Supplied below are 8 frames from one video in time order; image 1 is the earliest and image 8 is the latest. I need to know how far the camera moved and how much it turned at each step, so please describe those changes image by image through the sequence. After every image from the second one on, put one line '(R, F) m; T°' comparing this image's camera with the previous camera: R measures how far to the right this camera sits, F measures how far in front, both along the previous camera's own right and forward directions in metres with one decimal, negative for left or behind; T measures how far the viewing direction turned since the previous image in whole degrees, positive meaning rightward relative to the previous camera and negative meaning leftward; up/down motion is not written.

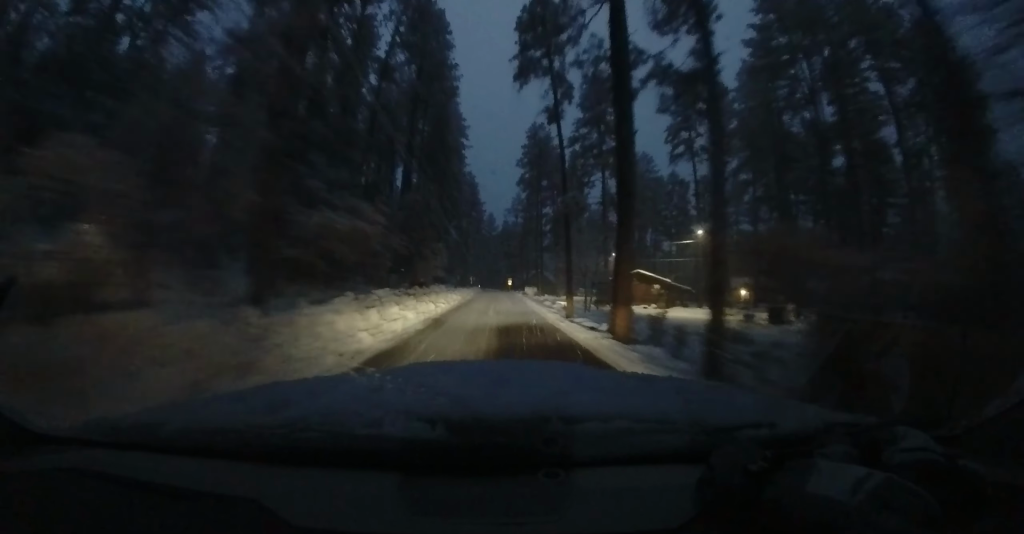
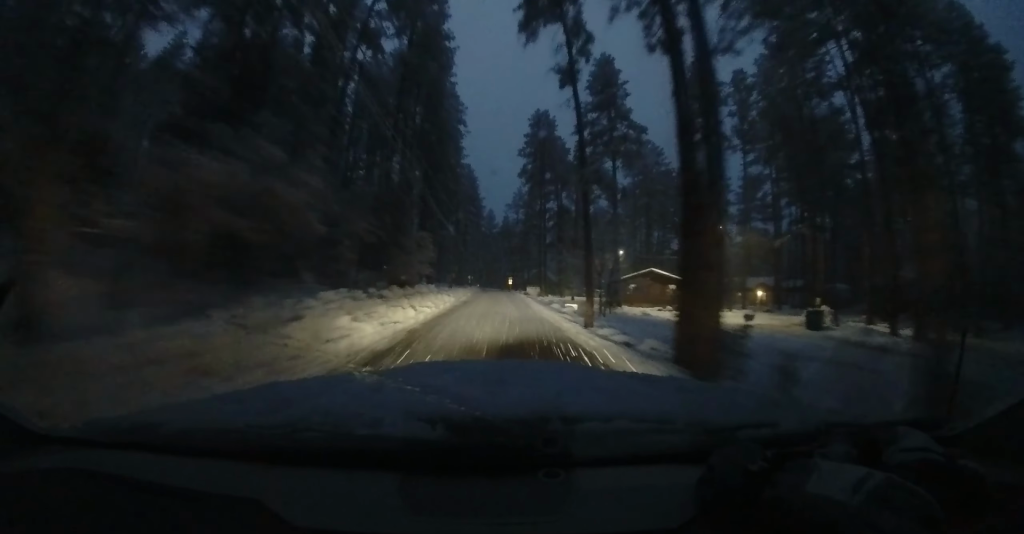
(0.0, +4.1) m; 0°
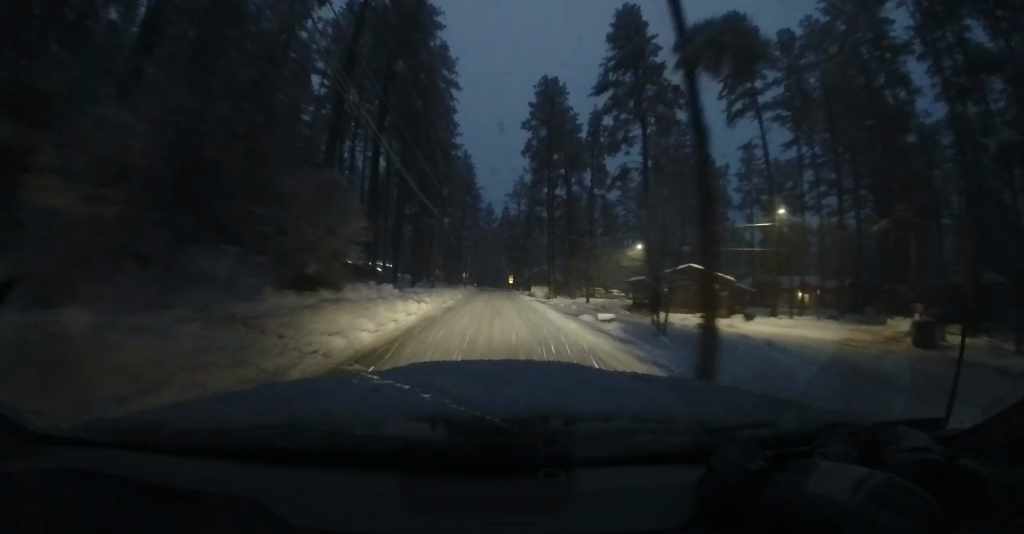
(0.0, +8.6) m; -1°
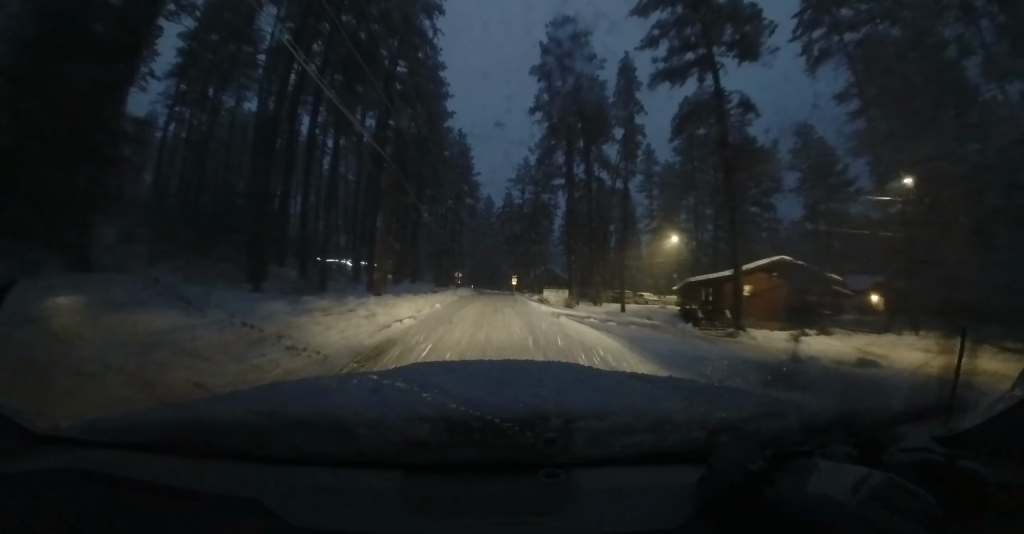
(-0.1, +11.5) m; -1°
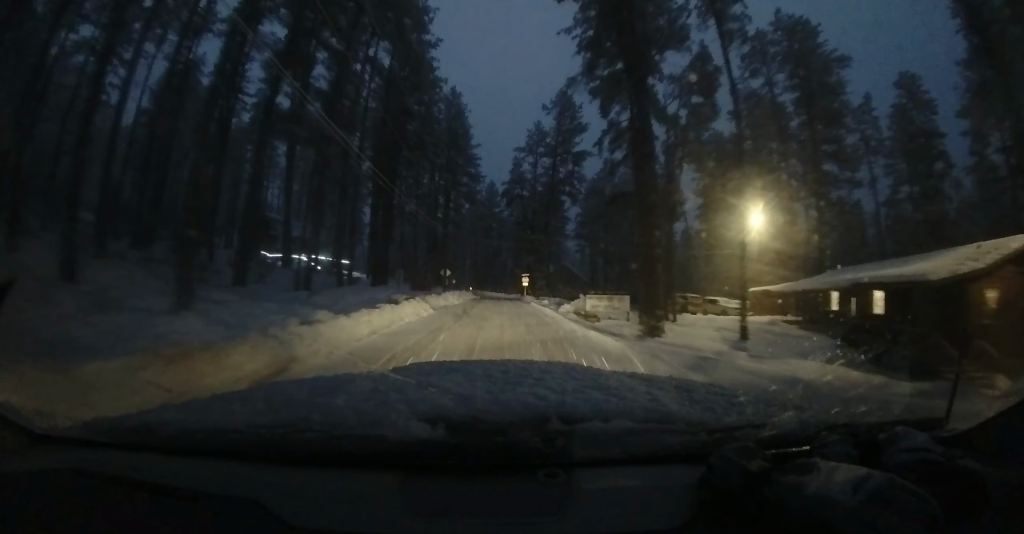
(-0.1, +15.0) m; 0°
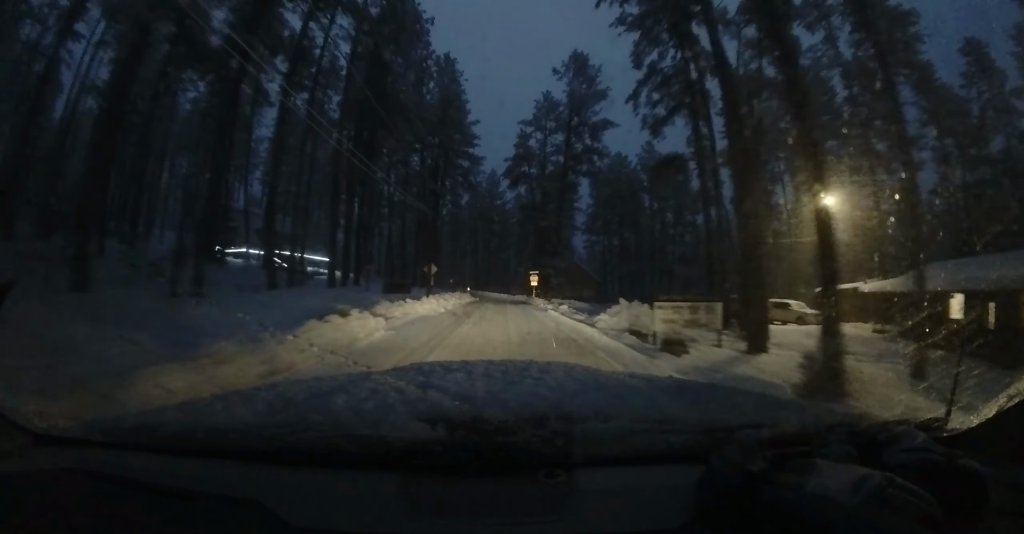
(0.0, +8.1) m; +1°
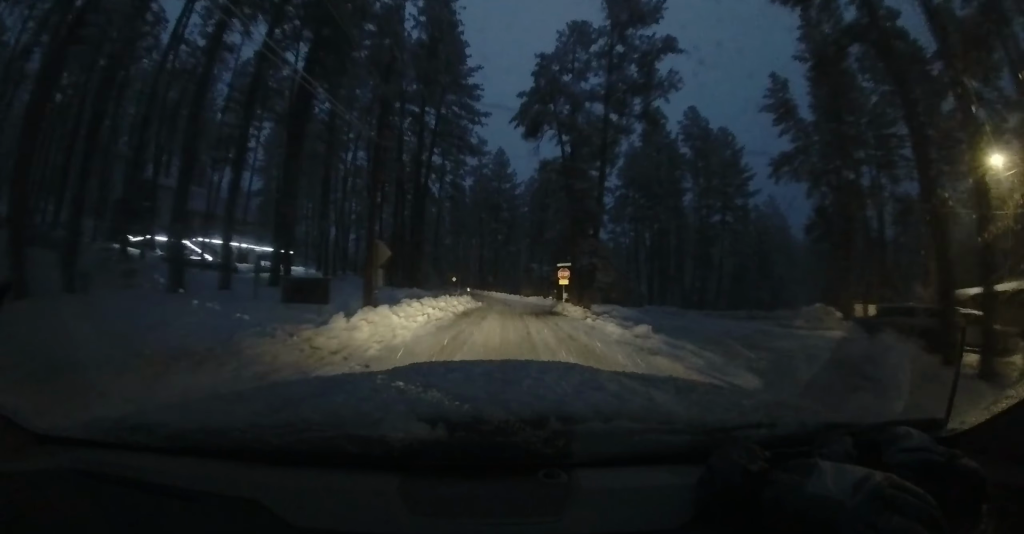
(+0.5, +12.2) m; +4°
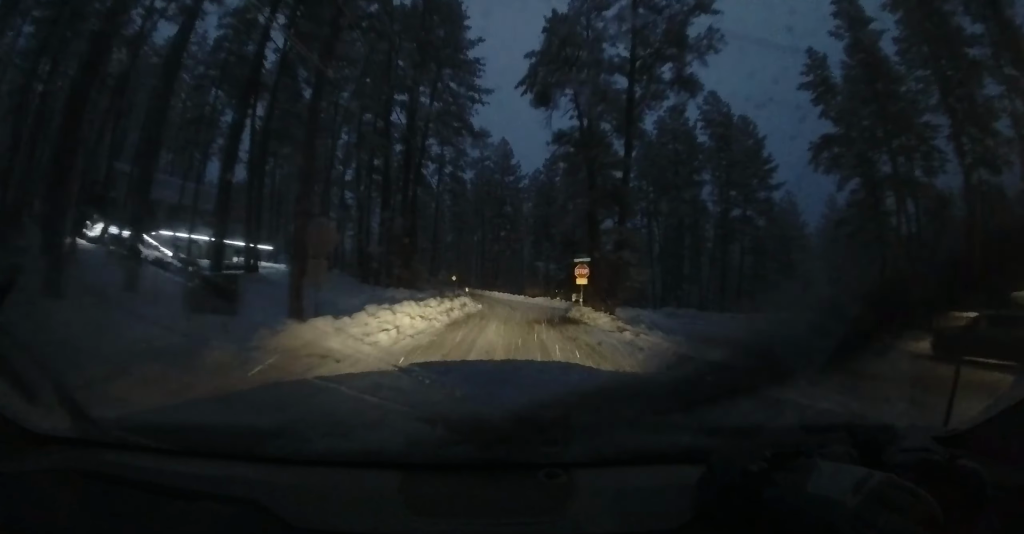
(0.0, +4.2) m; -1°
